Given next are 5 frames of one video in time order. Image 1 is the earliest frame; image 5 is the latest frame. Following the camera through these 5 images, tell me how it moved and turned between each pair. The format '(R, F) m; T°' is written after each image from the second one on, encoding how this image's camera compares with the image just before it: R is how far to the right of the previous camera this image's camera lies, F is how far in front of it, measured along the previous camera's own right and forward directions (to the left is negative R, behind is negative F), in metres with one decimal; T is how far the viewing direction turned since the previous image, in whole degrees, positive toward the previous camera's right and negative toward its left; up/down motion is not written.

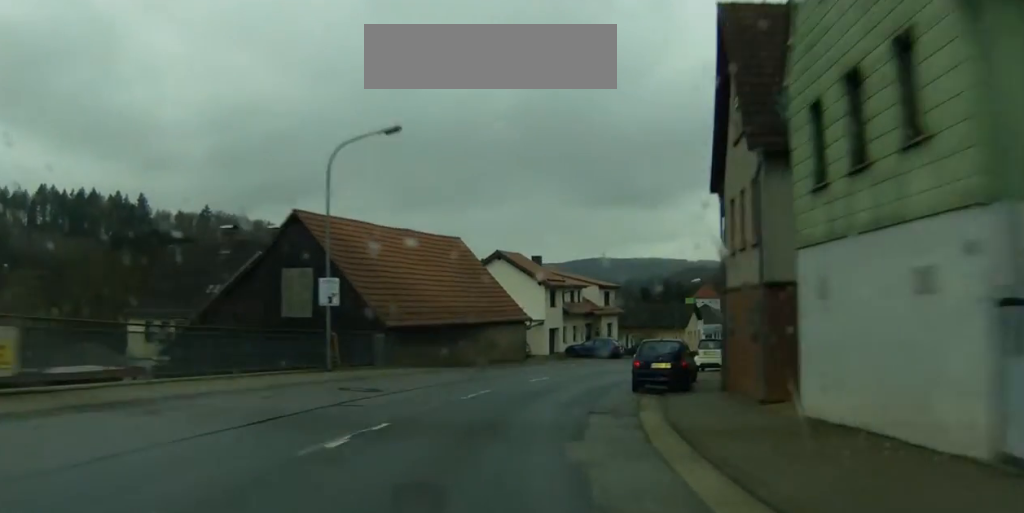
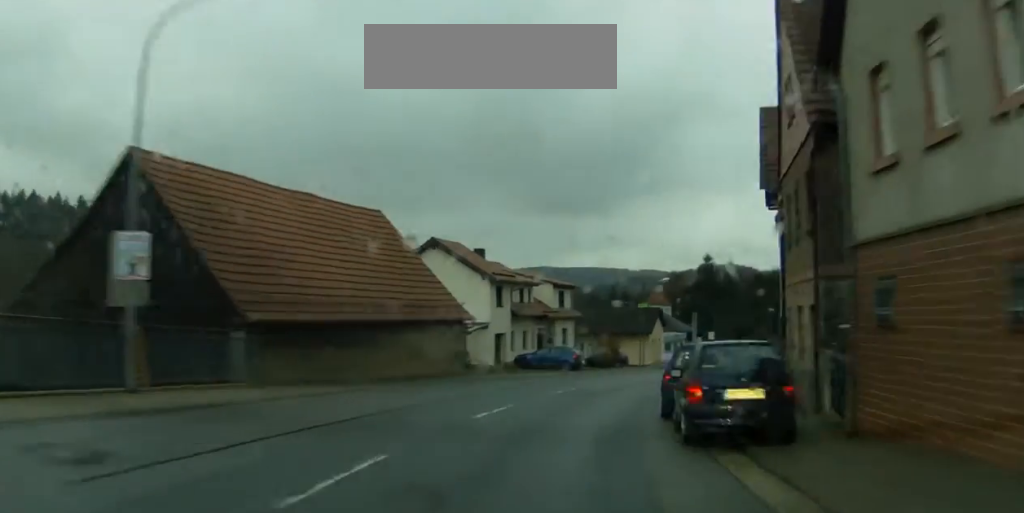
(+0.6, +14.3) m; +5°
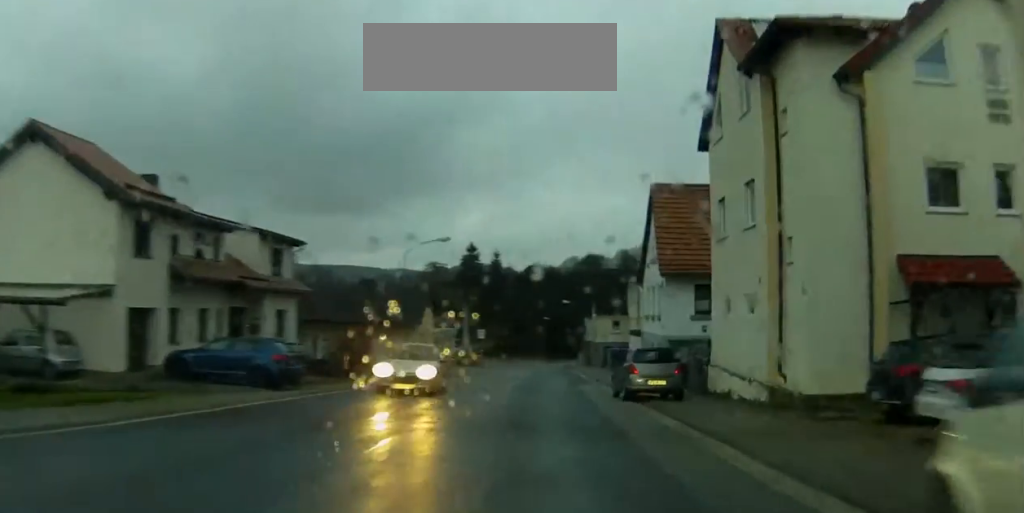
(+3.6, +30.0) m; +11°
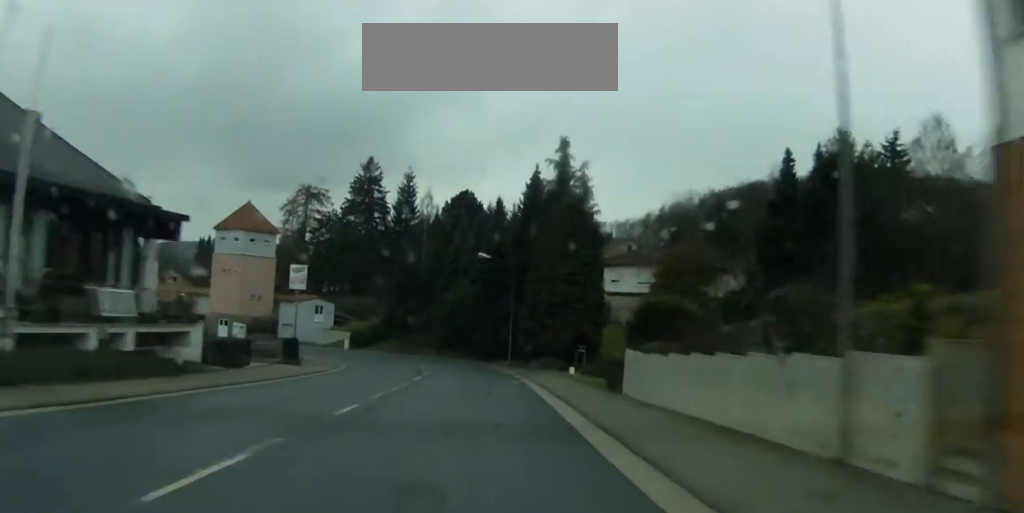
(+6.2, +86.5) m; +4°
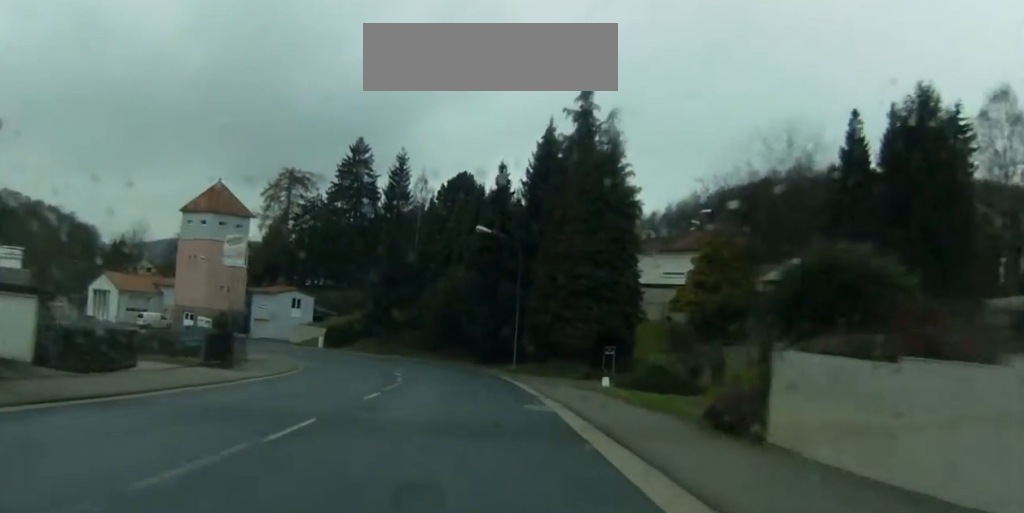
(-0.1, +13.2) m; -1°
